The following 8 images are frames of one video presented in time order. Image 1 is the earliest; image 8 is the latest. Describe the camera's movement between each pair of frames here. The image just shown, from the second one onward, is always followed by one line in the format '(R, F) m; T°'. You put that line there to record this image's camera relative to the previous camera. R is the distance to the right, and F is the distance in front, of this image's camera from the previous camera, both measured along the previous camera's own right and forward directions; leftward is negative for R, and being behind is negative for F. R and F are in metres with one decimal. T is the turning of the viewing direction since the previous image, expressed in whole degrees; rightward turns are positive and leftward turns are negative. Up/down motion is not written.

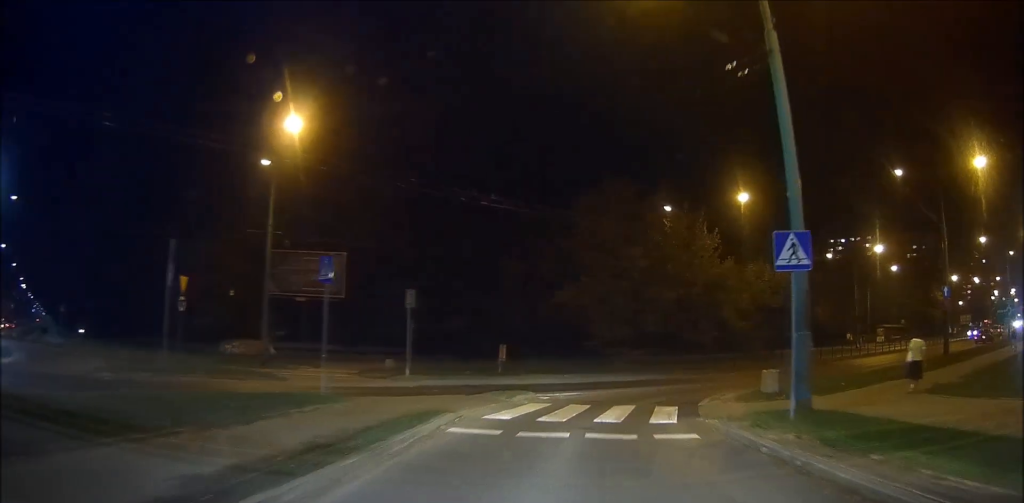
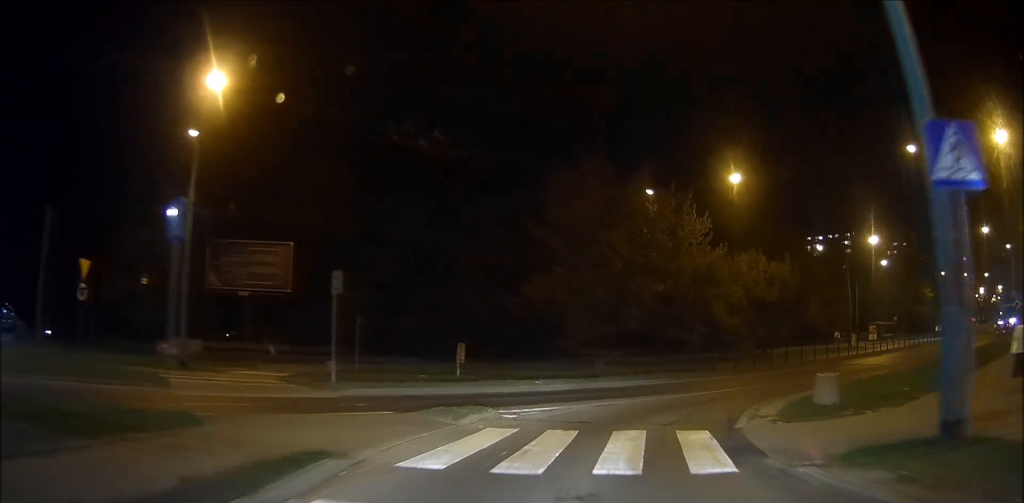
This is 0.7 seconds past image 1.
(+0.2, +5.2) m; +11°
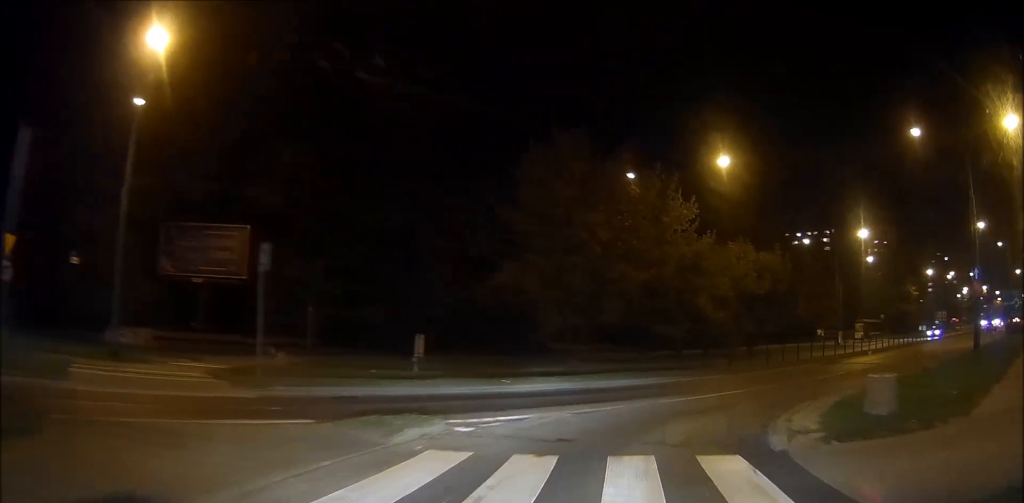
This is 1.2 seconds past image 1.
(-0.5, +3.0) m; +7°
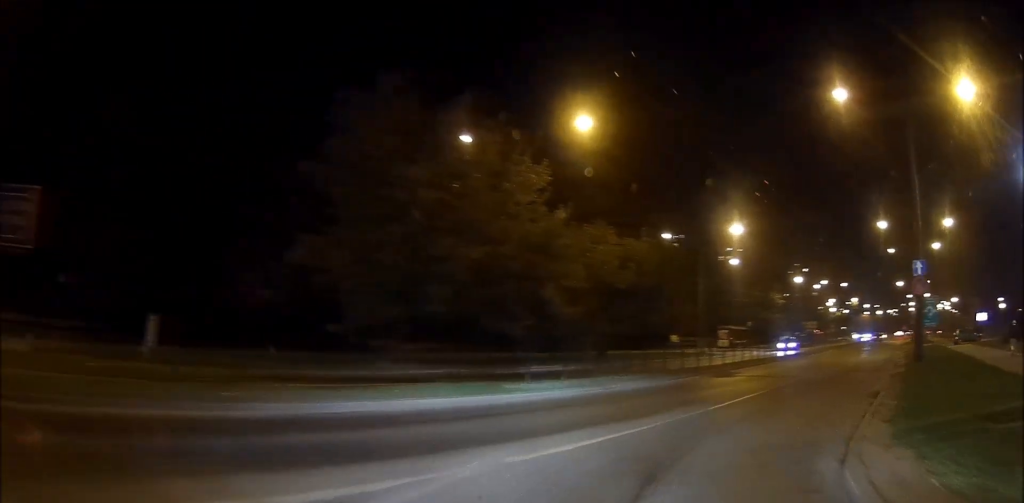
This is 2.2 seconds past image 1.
(+2.0, +7.5) m; +16°
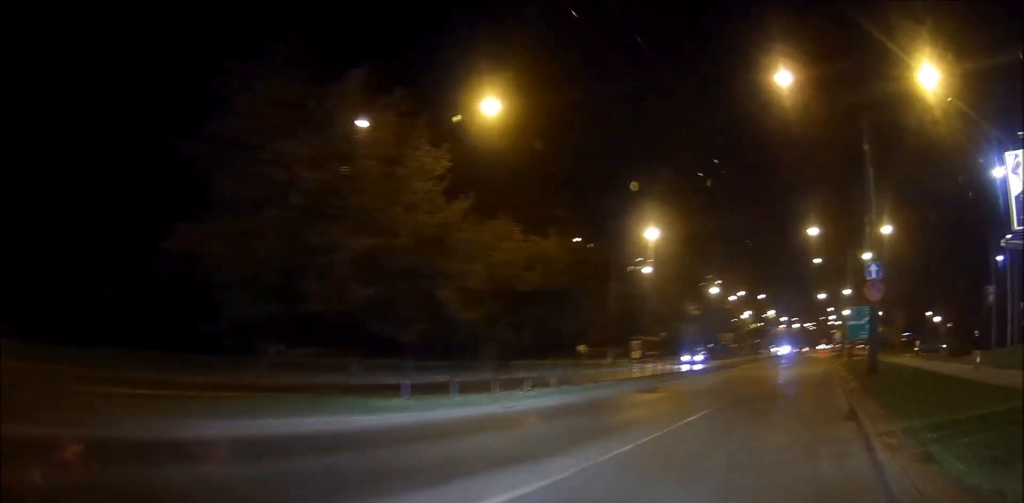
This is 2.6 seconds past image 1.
(0.0, +3.6) m; +2°
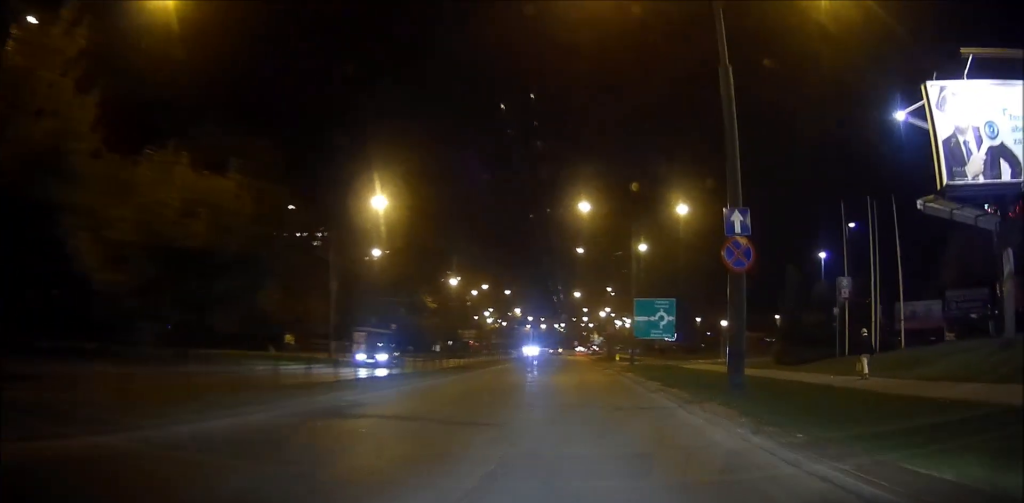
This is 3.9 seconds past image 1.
(+0.6, +11.1) m; +19°
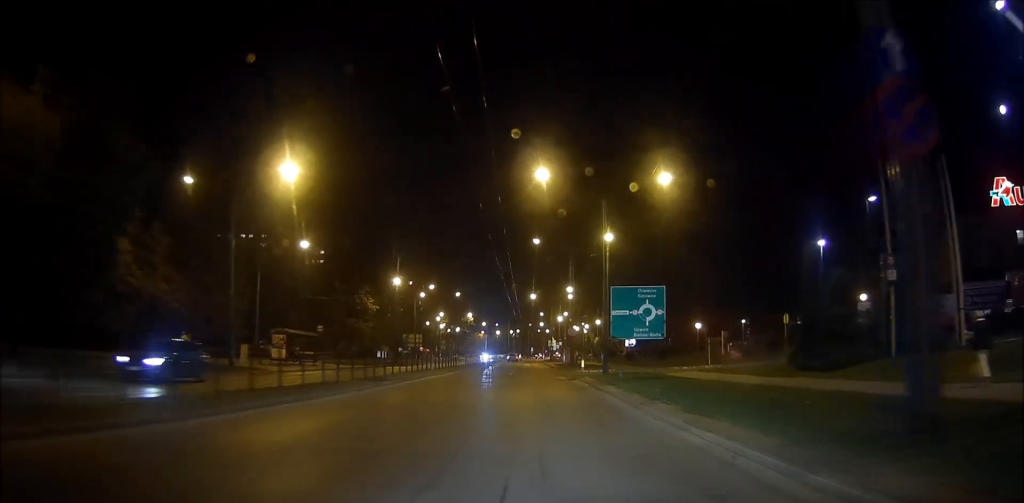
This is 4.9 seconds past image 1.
(+2.5, +10.5) m; +17°
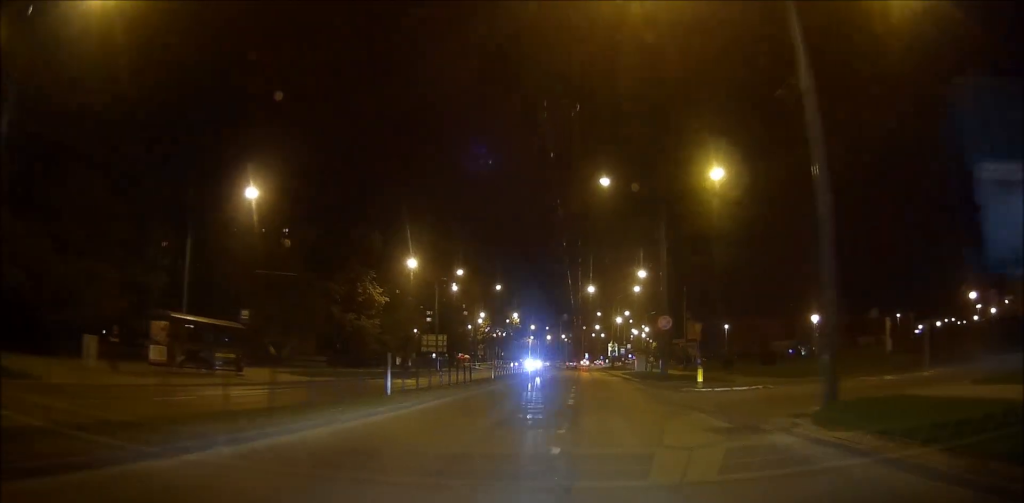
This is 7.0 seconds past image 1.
(+1.5, +26.0) m; -2°
